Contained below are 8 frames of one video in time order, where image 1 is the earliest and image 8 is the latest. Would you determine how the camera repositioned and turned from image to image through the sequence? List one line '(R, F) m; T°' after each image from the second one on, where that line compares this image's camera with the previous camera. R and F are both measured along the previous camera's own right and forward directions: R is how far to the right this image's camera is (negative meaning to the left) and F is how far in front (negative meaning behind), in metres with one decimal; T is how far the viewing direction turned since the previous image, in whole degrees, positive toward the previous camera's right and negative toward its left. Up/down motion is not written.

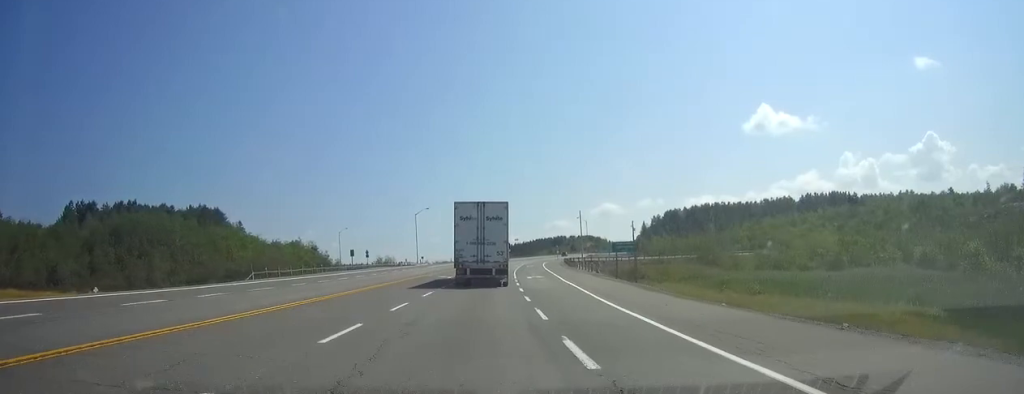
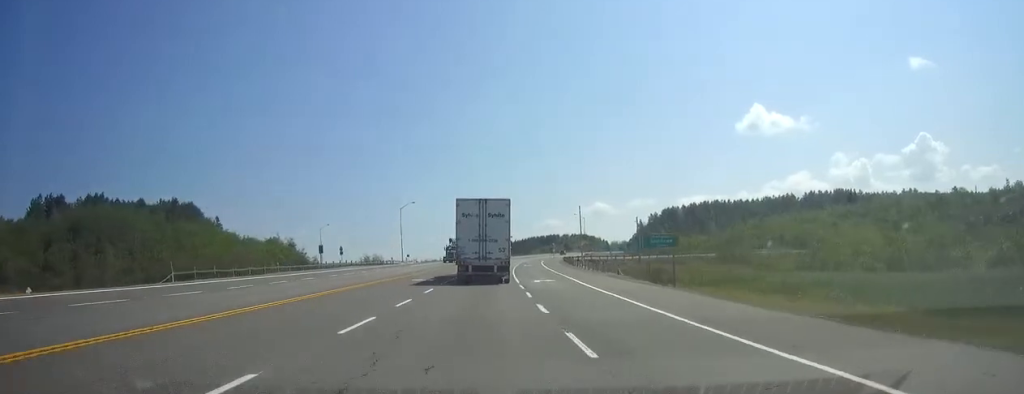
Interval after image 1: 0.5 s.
(+0.1, +13.4) m; +1°
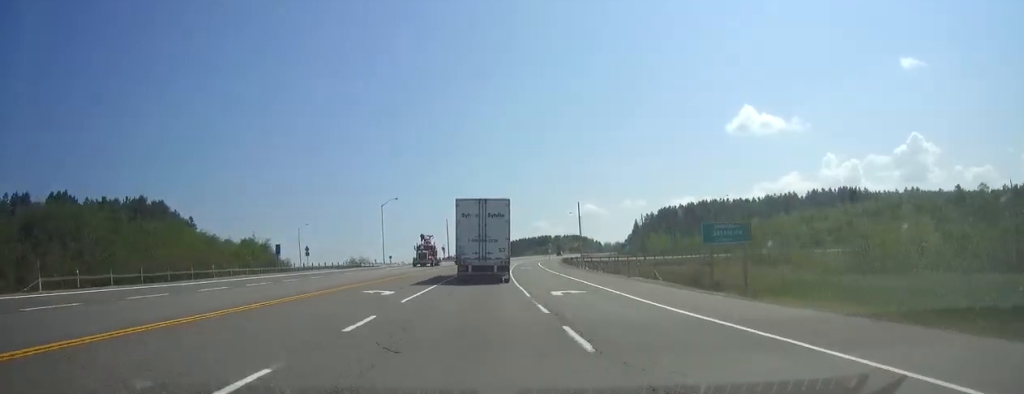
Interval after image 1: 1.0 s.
(+0.1, +13.5) m; +1°
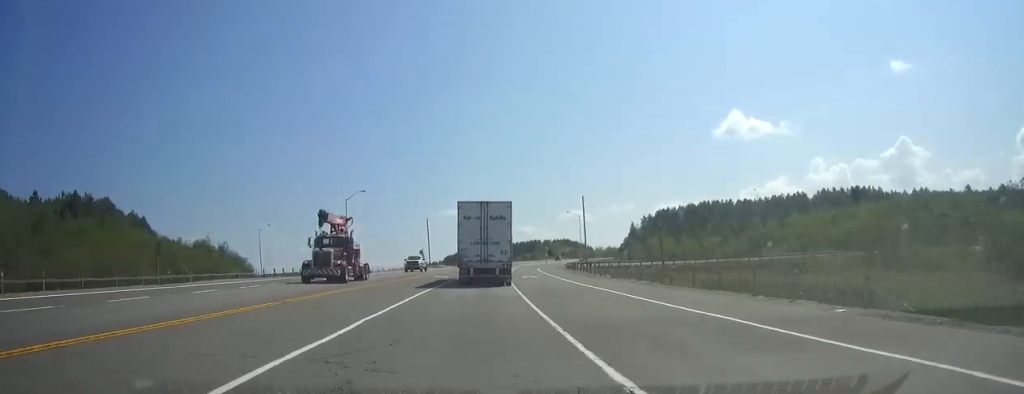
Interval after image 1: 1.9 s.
(+0.2, +23.4) m; +1°
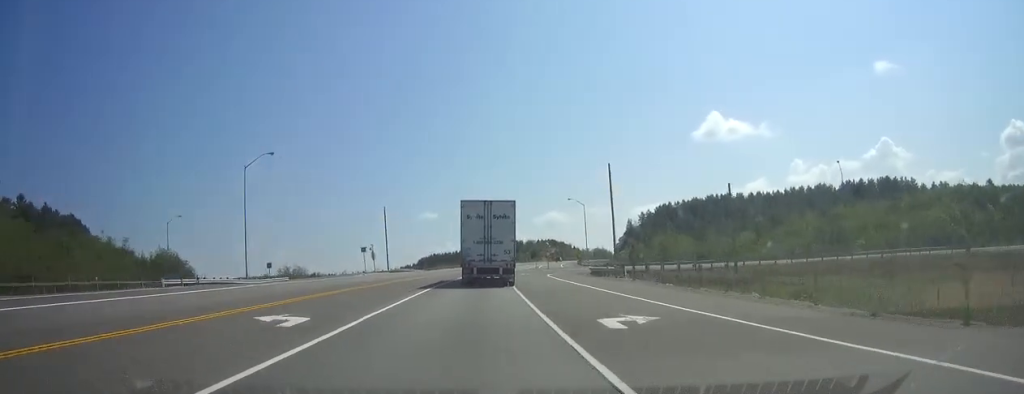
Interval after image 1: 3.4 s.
(+0.7, +40.8) m; +2°
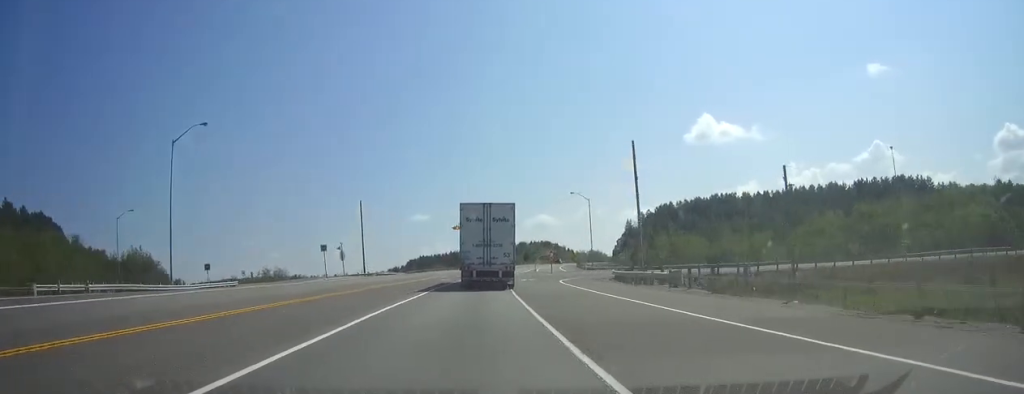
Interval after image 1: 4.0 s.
(+0.1, +16.4) m; +1°
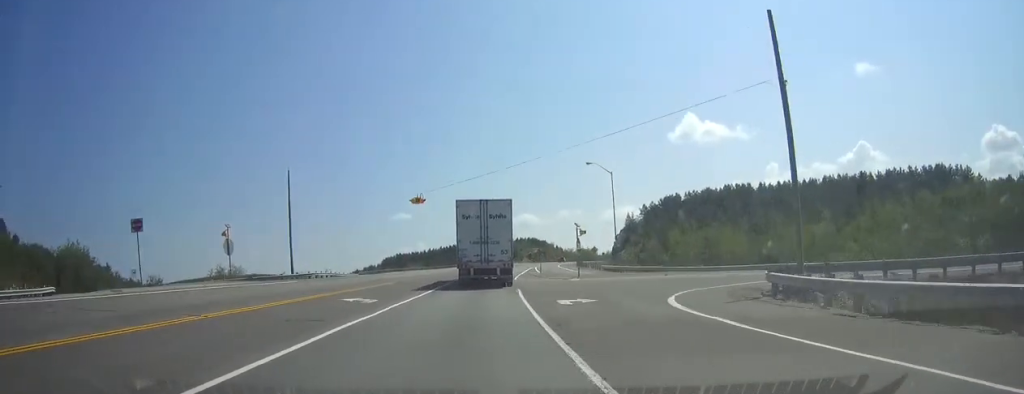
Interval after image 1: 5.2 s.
(+0.5, +33.8) m; +2°
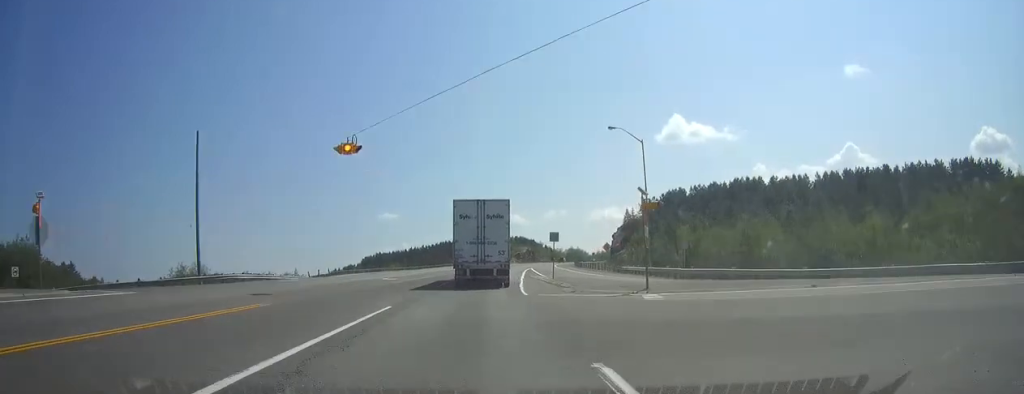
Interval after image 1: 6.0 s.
(+0.2, +22.8) m; +1°
